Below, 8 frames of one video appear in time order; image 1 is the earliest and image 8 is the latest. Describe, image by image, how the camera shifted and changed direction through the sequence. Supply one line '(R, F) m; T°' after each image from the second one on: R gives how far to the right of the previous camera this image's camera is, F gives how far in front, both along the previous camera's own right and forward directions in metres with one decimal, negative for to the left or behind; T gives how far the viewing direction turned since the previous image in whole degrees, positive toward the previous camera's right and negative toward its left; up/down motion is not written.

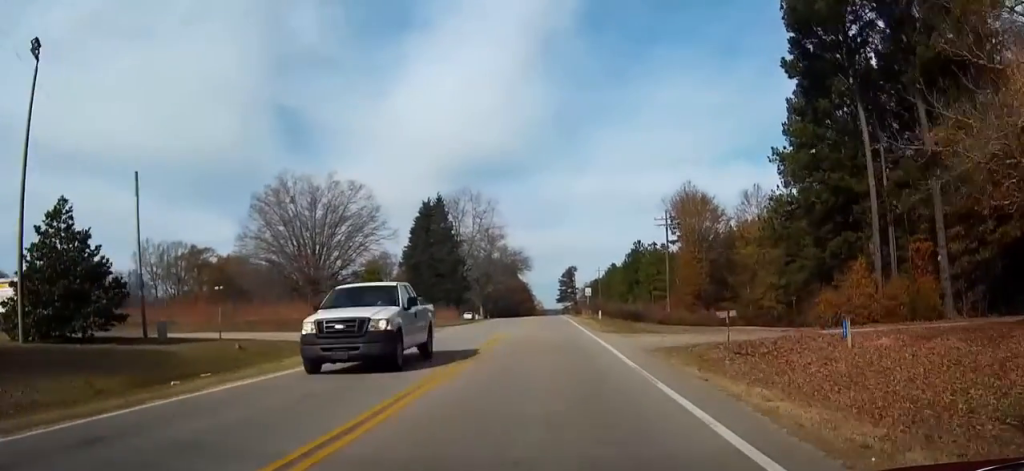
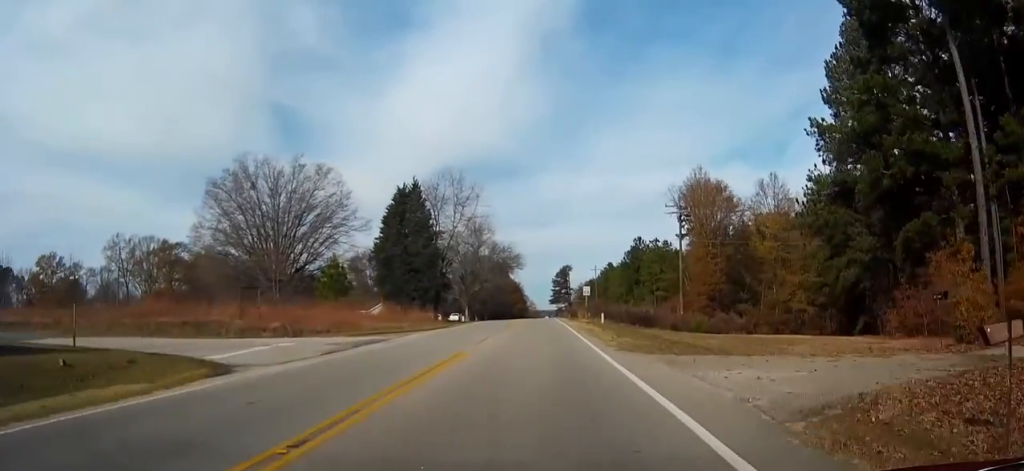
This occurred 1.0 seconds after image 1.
(-0.1, +11.8) m; -1°
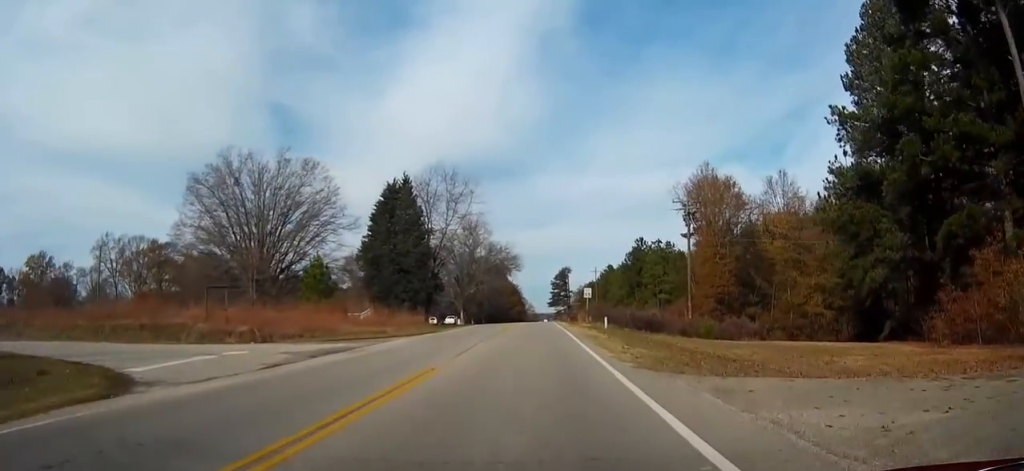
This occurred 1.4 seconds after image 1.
(-0.1, +4.9) m; 0°
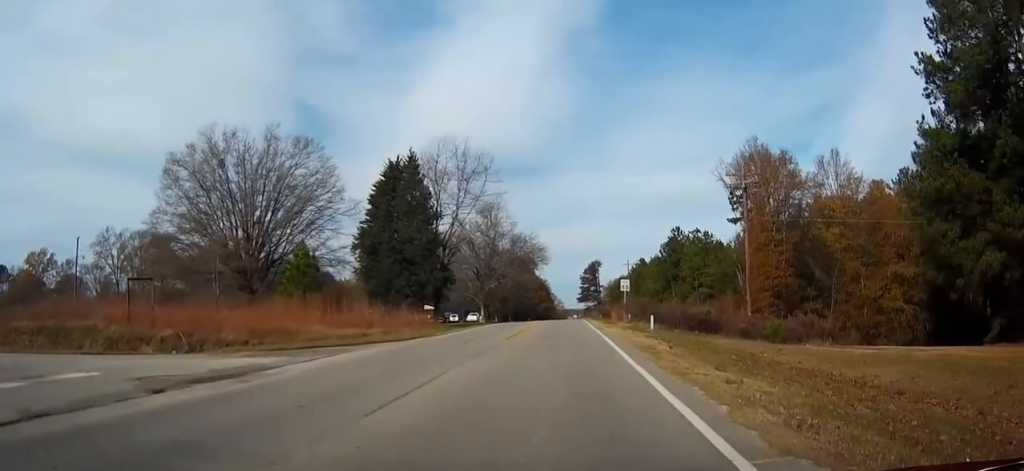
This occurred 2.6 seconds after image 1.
(-0.1, +12.3) m; -1°
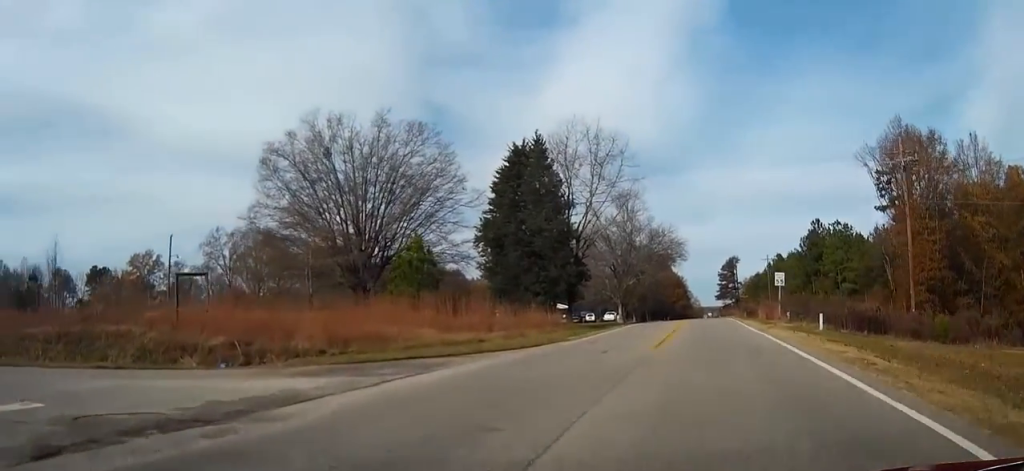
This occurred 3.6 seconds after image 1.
(-0.1, +7.5) m; -5°
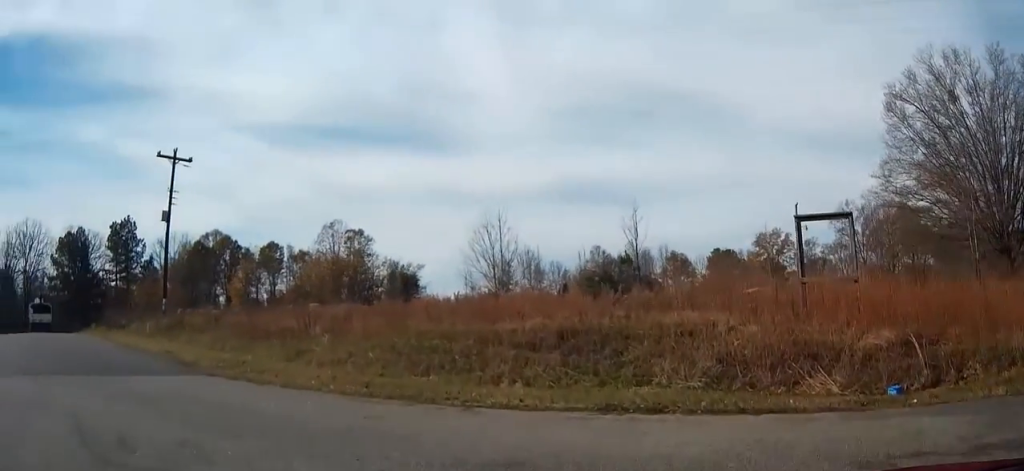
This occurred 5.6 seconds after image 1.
(-3.8, +11.4) m; -57°
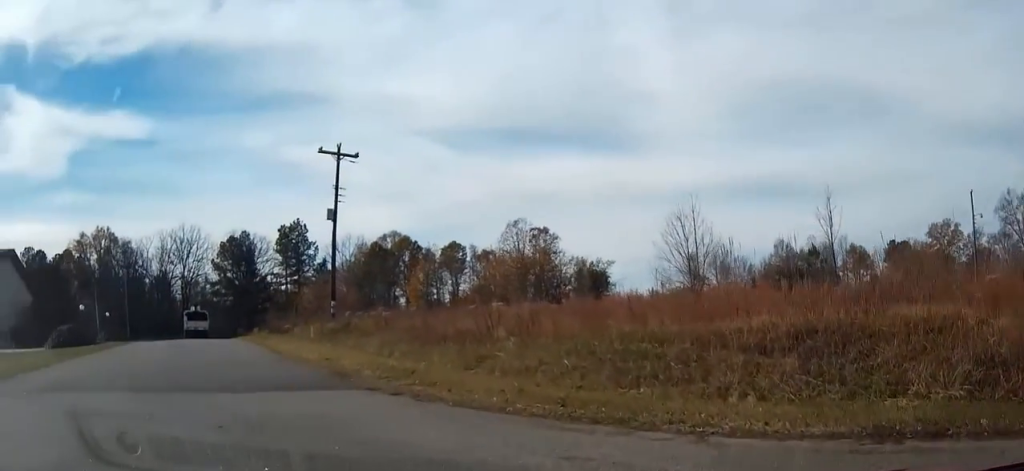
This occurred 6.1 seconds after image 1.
(-0.6, +2.2) m; -14°
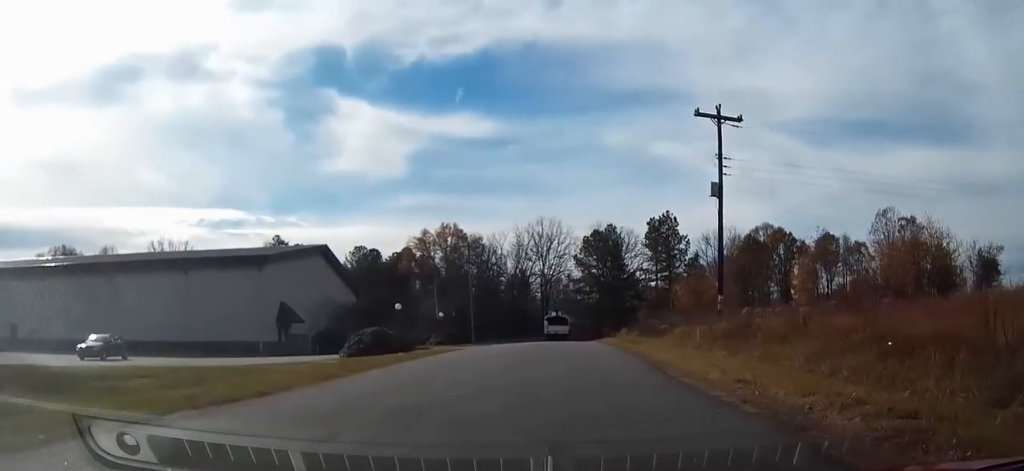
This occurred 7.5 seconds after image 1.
(-2.1, +6.9) m; -17°
